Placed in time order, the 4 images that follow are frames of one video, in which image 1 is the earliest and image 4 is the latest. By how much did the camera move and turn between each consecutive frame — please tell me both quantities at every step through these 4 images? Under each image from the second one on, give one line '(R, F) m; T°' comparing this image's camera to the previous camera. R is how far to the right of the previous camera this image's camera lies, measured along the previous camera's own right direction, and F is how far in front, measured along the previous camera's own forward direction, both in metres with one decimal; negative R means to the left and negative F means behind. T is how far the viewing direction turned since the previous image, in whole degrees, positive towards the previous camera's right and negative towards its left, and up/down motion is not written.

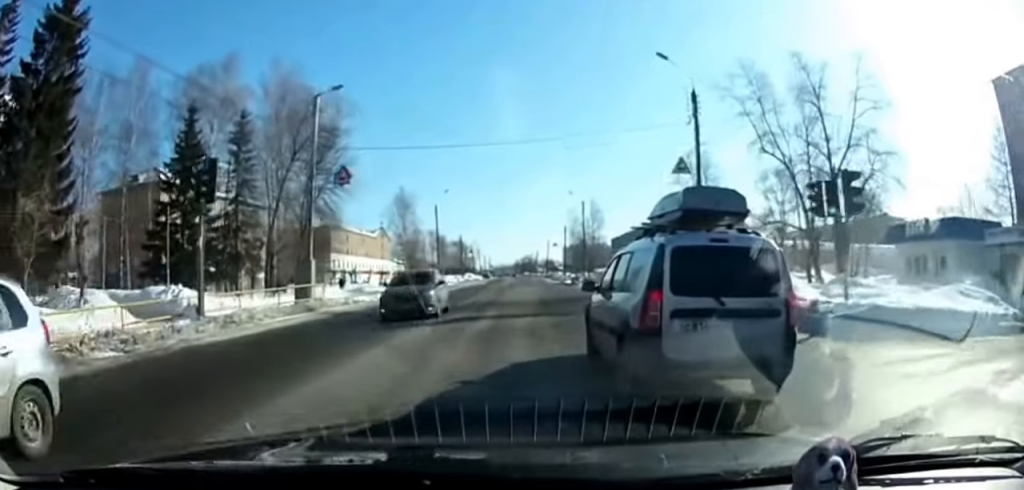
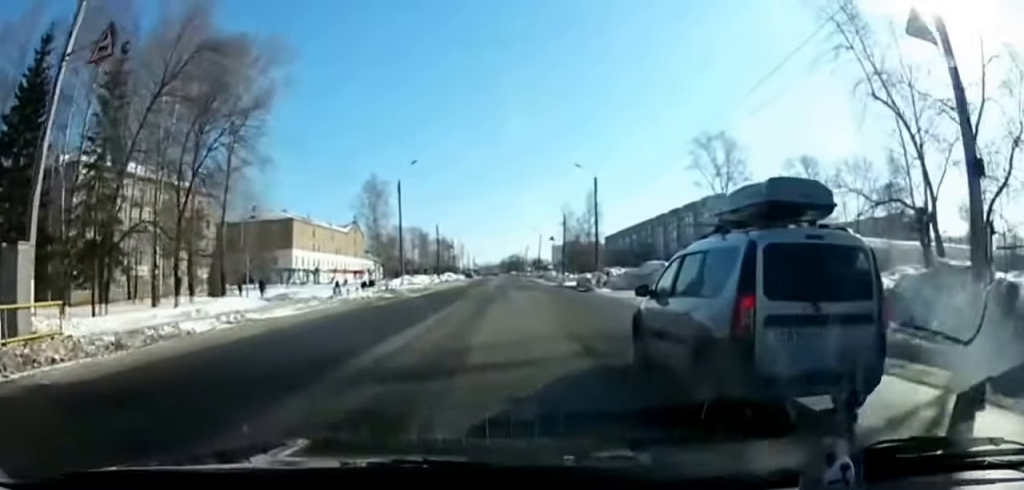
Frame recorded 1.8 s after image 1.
(+0.5, +14.8) m; +2°
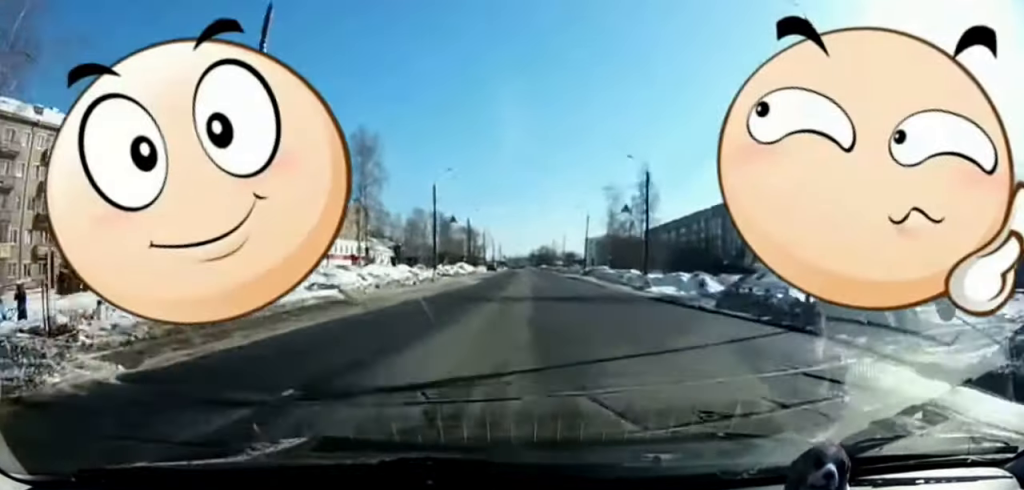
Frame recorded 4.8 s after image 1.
(-0.6, +32.6) m; -1°
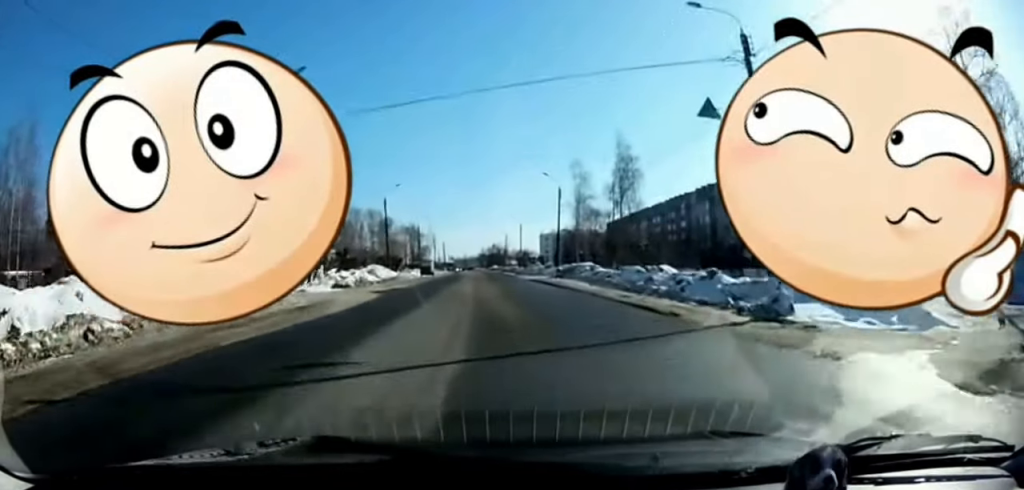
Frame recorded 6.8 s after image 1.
(+0.4, +26.3) m; +1°
